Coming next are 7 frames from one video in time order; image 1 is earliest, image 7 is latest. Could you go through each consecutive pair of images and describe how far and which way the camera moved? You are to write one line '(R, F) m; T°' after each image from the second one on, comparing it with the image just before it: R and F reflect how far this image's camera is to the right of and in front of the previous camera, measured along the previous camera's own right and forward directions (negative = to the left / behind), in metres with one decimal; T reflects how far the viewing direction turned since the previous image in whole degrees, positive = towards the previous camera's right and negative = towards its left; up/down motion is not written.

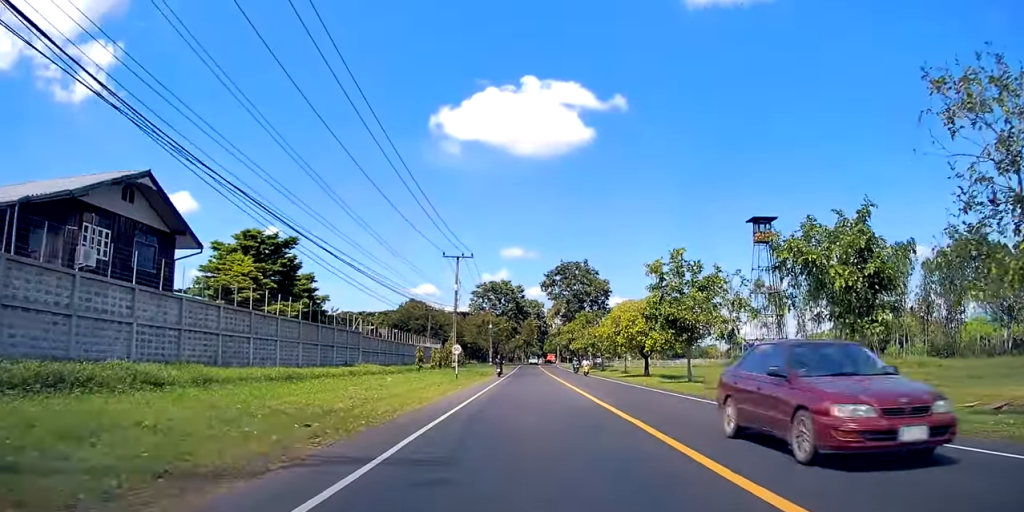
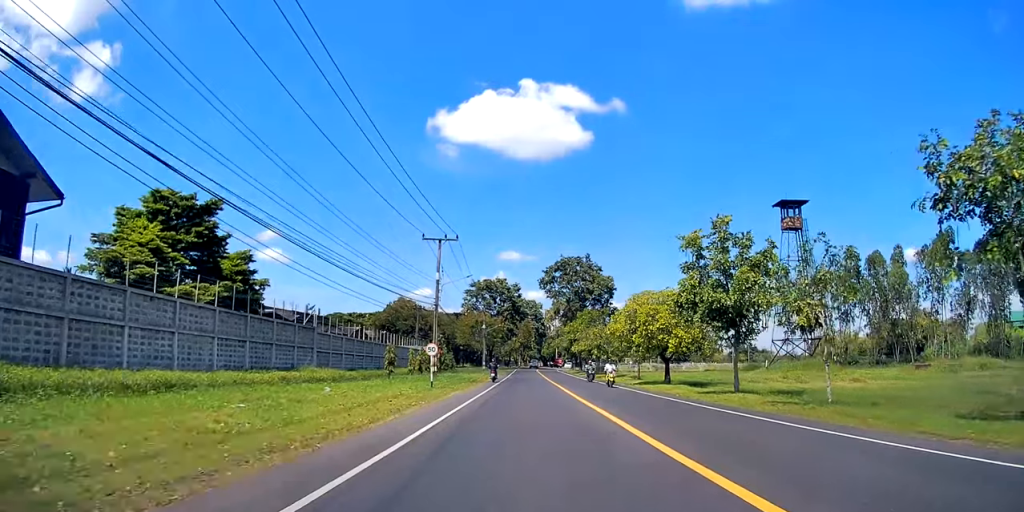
(+0.5, +9.3) m; +2°
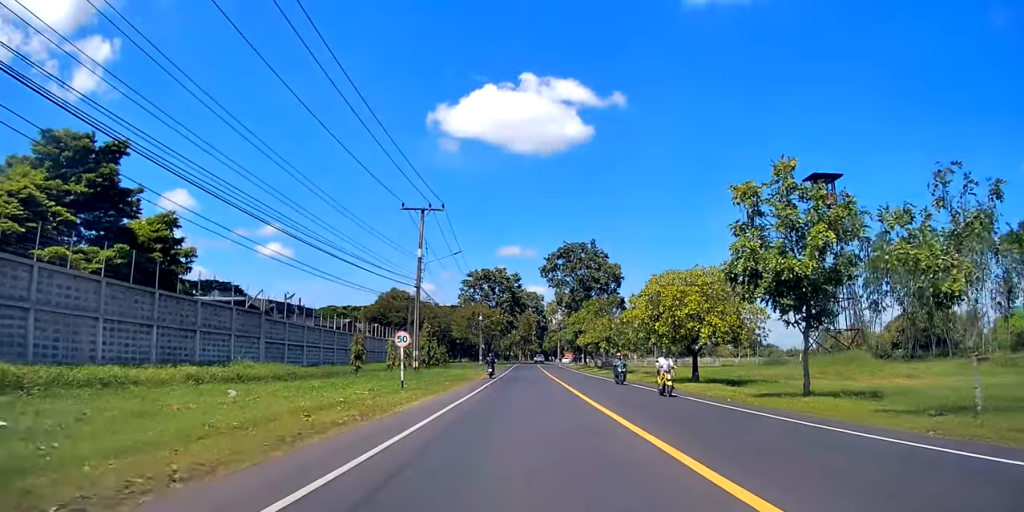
(+0.2, +8.0) m; +1°
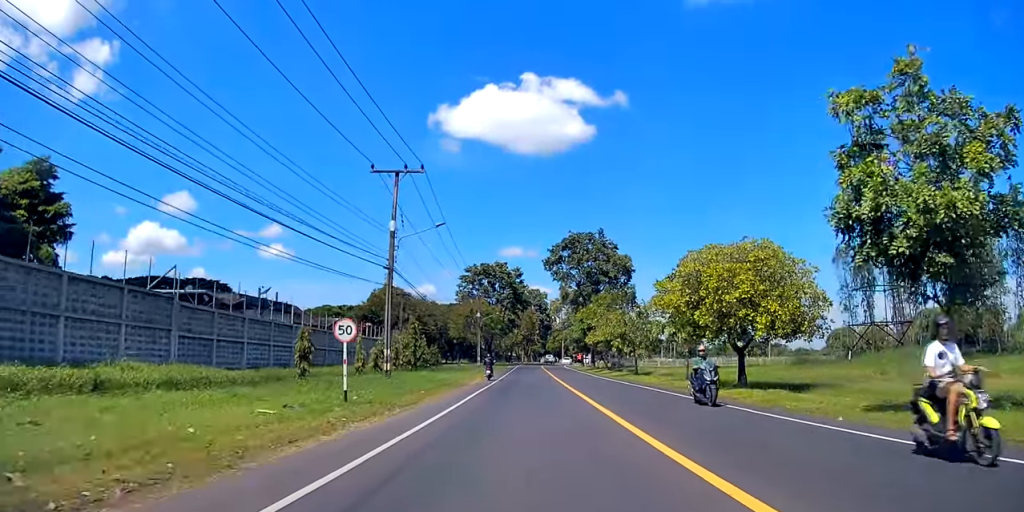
(0.0, +8.1) m; 0°
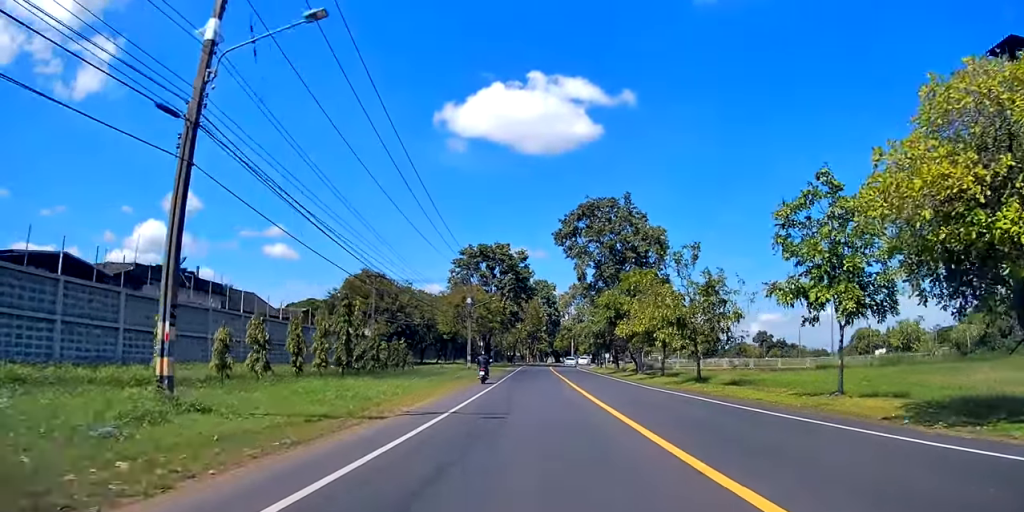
(0.0, +19.5) m; 0°
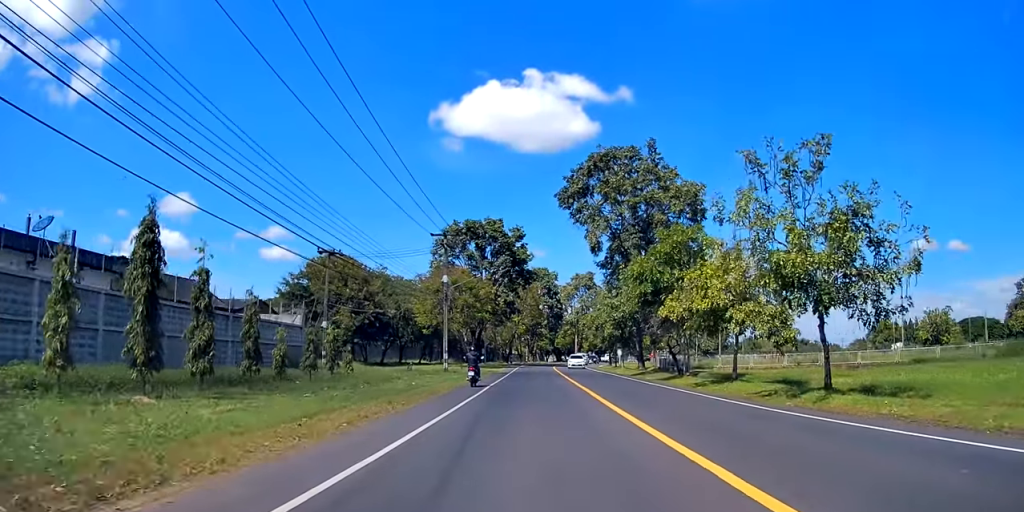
(0.0, +16.3) m; -1°
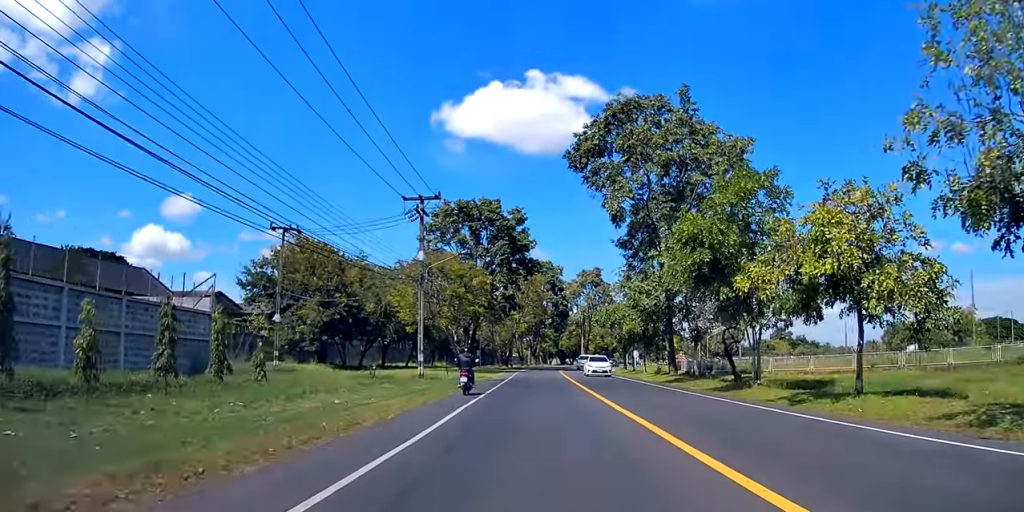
(-0.1, +11.0) m; -1°
